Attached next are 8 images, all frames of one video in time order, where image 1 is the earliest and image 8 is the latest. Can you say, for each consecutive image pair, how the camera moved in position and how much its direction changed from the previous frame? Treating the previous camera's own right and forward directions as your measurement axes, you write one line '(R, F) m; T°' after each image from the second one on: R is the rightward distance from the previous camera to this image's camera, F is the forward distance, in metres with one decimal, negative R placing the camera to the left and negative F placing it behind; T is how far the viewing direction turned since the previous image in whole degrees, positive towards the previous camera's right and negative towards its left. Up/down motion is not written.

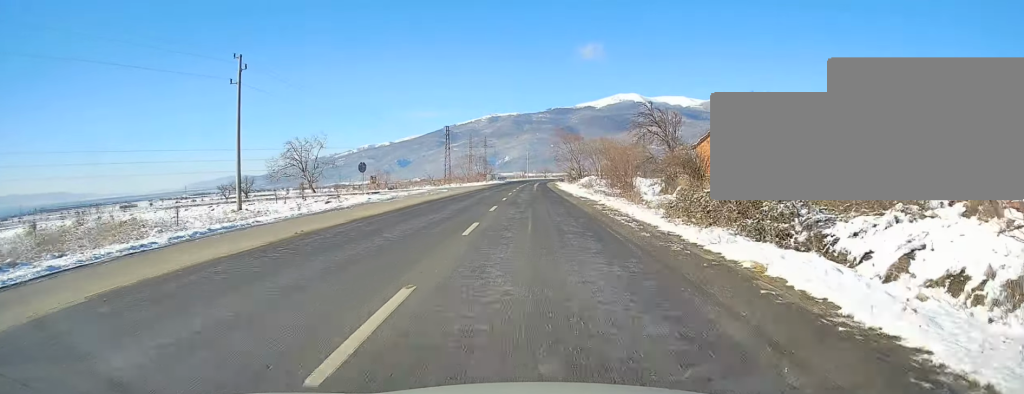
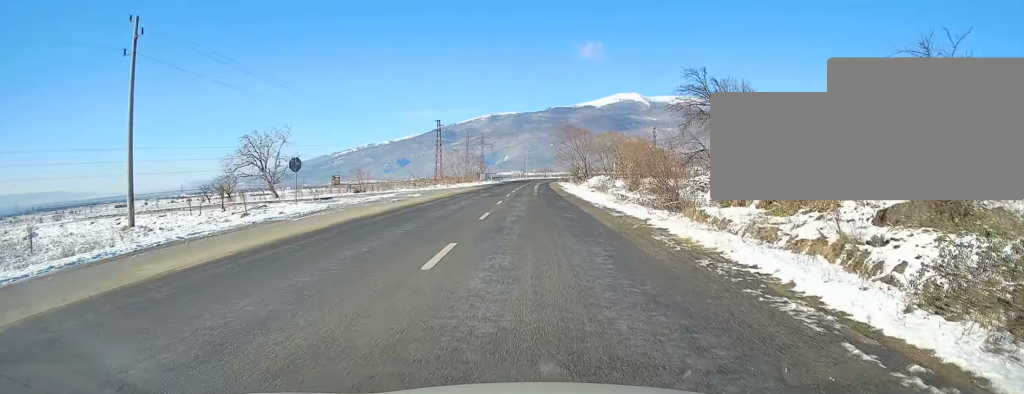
(-0.1, +13.1) m; 0°
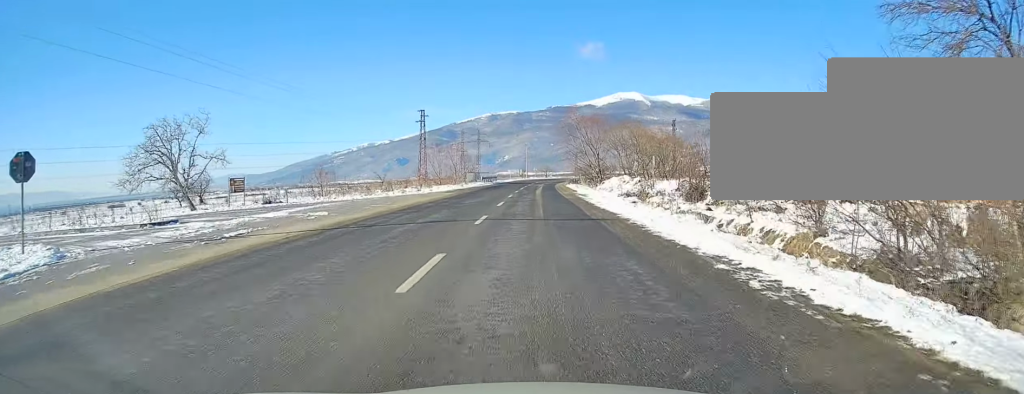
(+0.3, +19.3) m; +1°
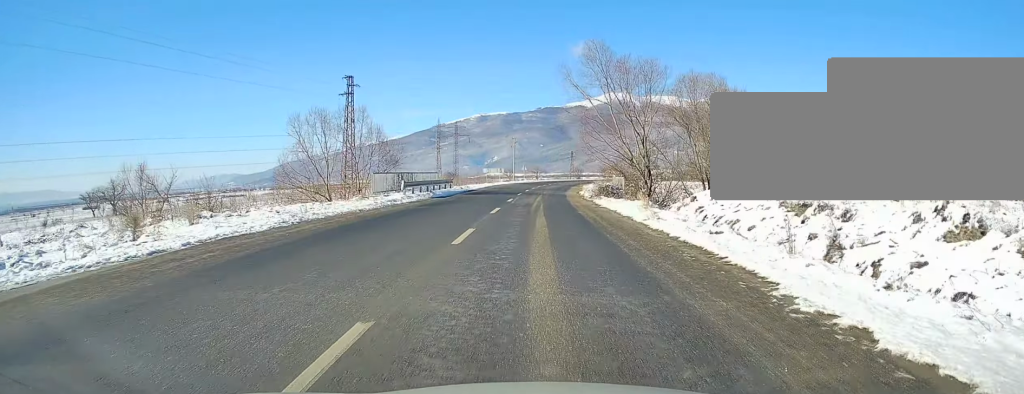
(+0.1, +39.5) m; +1°
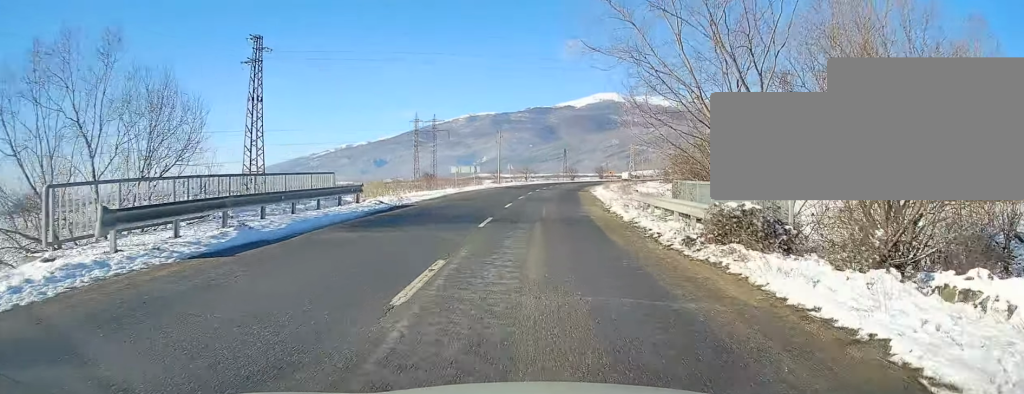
(+0.3, +22.6) m; +2°
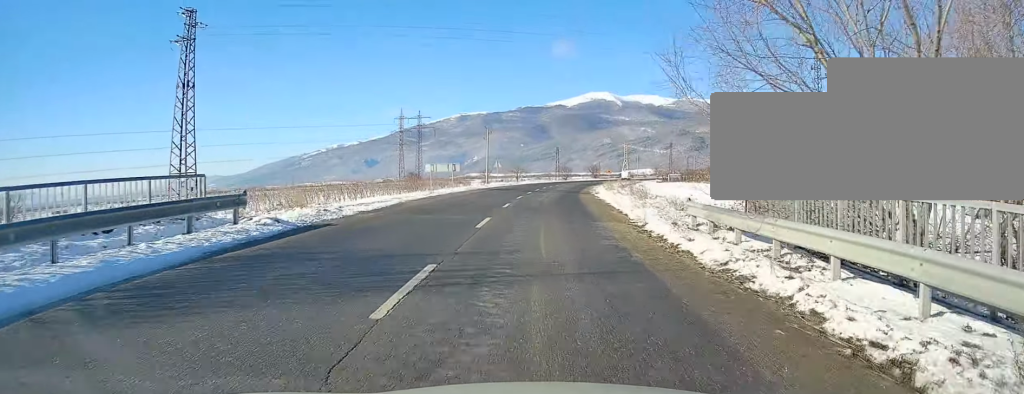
(0.0, +9.4) m; +1°
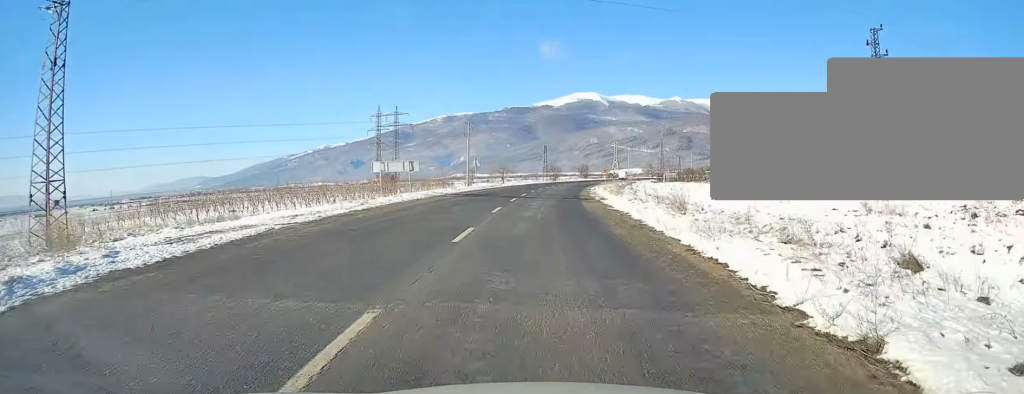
(+0.2, +11.8) m; +1°
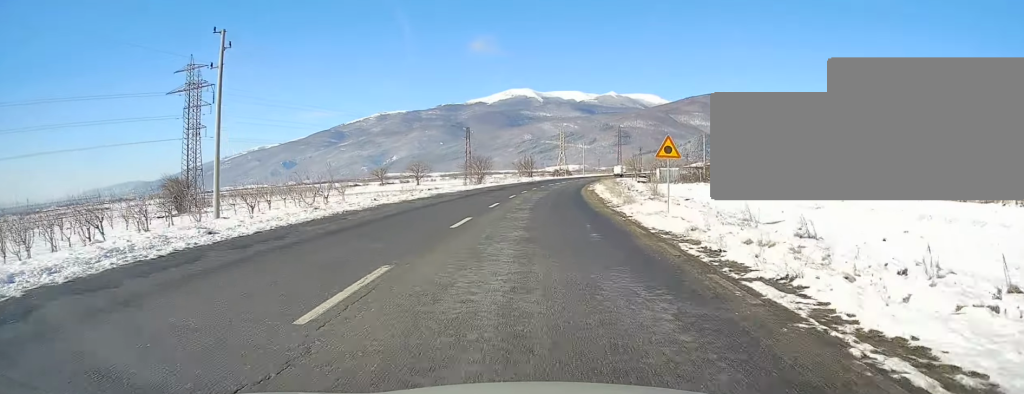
(+3.4, +67.7) m; +5°
